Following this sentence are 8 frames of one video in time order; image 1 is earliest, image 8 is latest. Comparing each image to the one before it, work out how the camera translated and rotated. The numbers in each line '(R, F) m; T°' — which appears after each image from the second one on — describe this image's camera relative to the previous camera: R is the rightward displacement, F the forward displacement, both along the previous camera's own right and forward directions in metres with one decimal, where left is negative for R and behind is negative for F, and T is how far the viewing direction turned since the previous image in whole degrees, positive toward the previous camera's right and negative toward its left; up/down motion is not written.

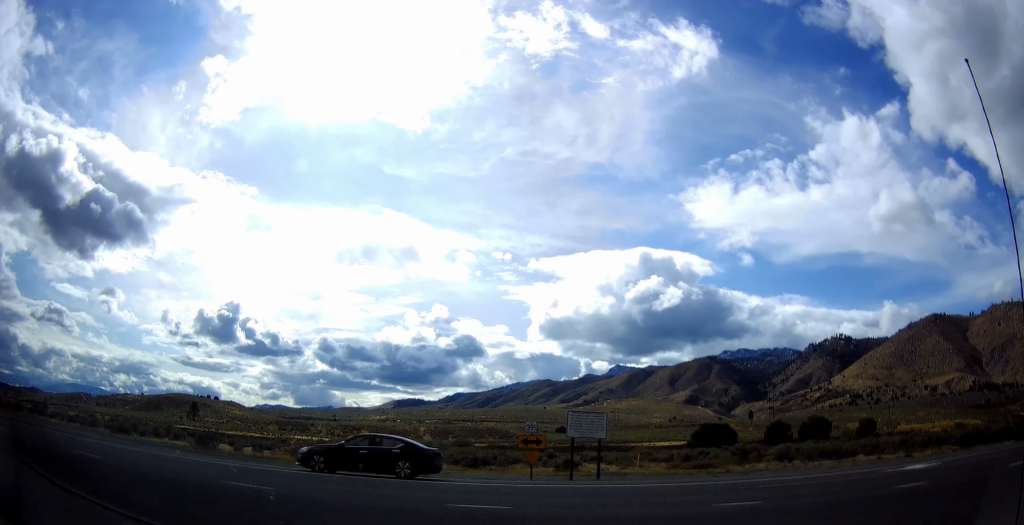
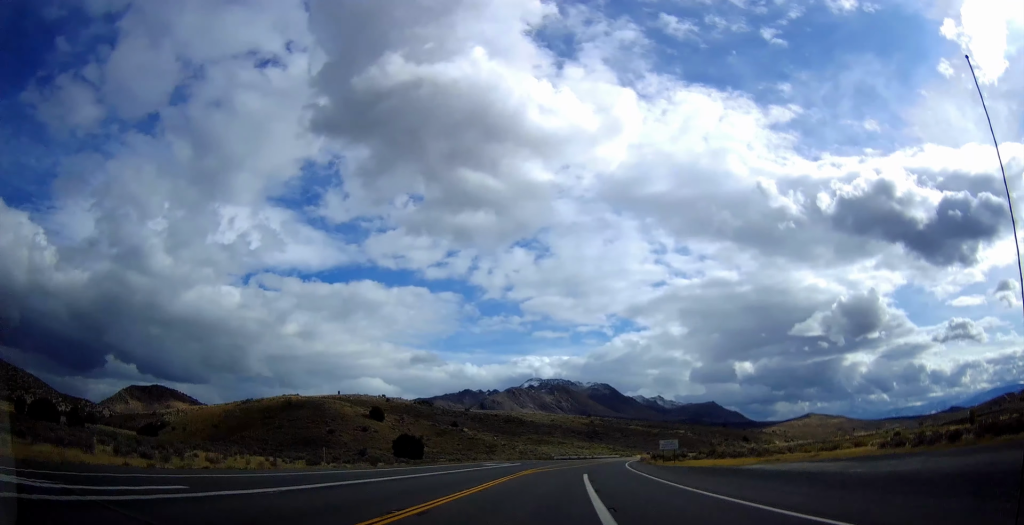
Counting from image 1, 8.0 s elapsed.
(+3.6, +64.4) m; +7°
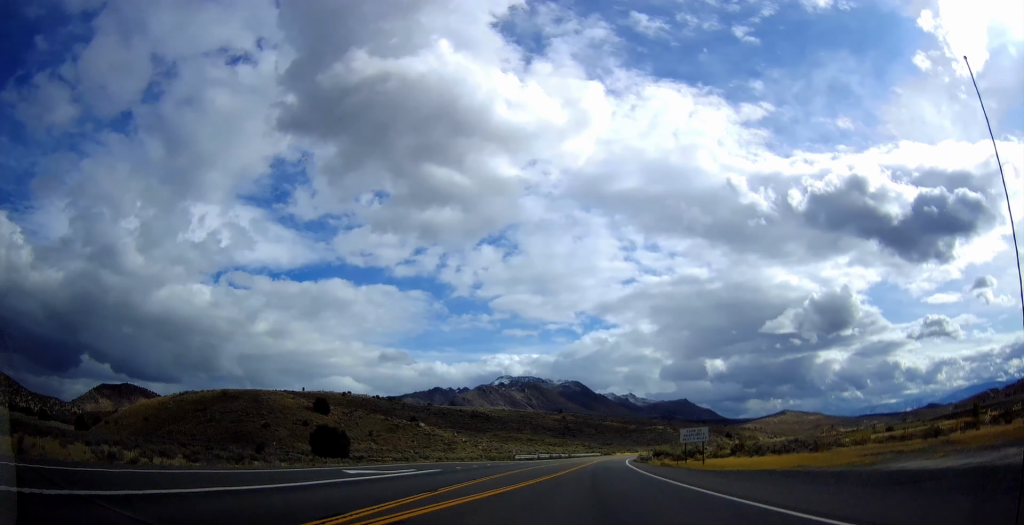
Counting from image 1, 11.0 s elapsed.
(0.0, +33.4) m; +3°
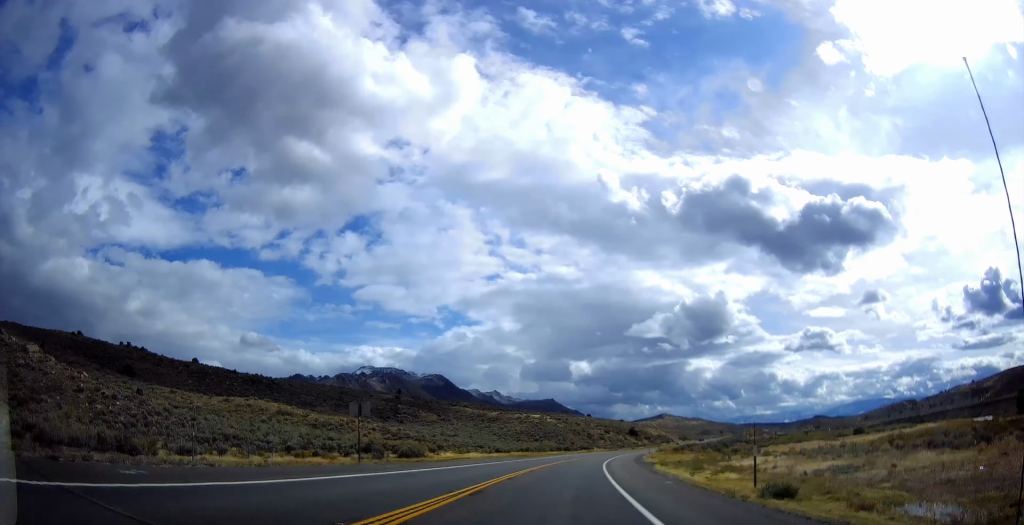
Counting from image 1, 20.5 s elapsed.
(+15.5, +150.6) m; +11°
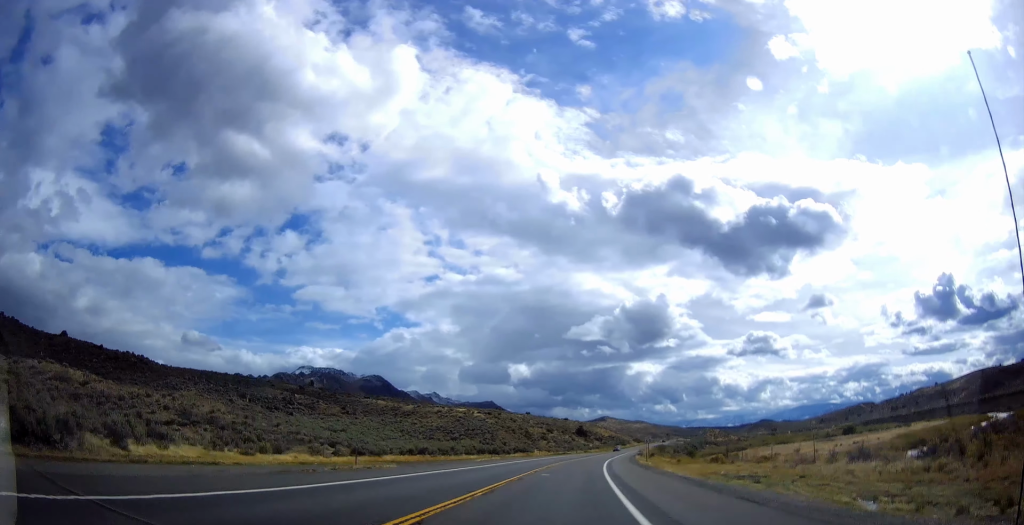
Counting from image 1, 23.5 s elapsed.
(+1.1, +56.6) m; +3°
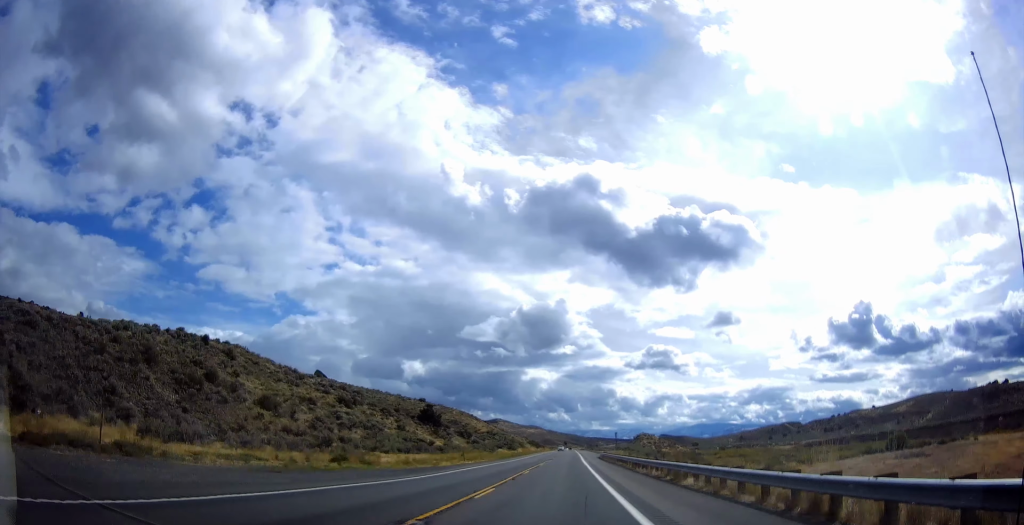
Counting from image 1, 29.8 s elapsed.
(+5.3, +132.1) m; +3°
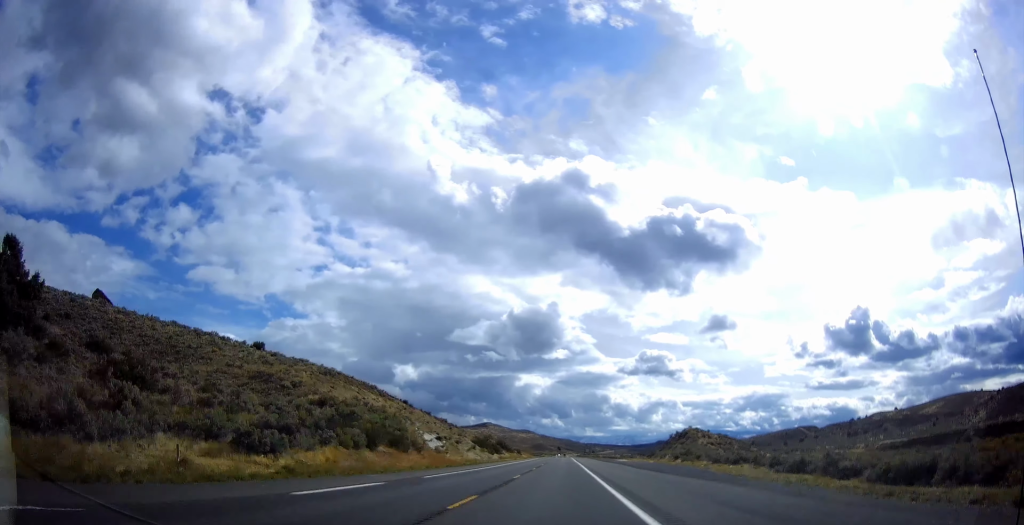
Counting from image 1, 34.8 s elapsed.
(+1.0, +115.0) m; +1°
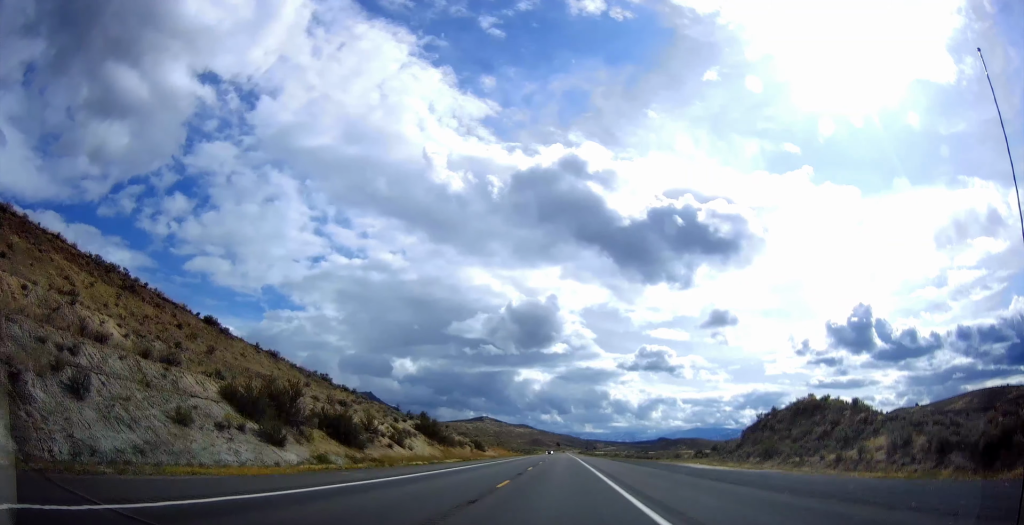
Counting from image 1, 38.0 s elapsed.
(+0.1, +79.8) m; 0°
